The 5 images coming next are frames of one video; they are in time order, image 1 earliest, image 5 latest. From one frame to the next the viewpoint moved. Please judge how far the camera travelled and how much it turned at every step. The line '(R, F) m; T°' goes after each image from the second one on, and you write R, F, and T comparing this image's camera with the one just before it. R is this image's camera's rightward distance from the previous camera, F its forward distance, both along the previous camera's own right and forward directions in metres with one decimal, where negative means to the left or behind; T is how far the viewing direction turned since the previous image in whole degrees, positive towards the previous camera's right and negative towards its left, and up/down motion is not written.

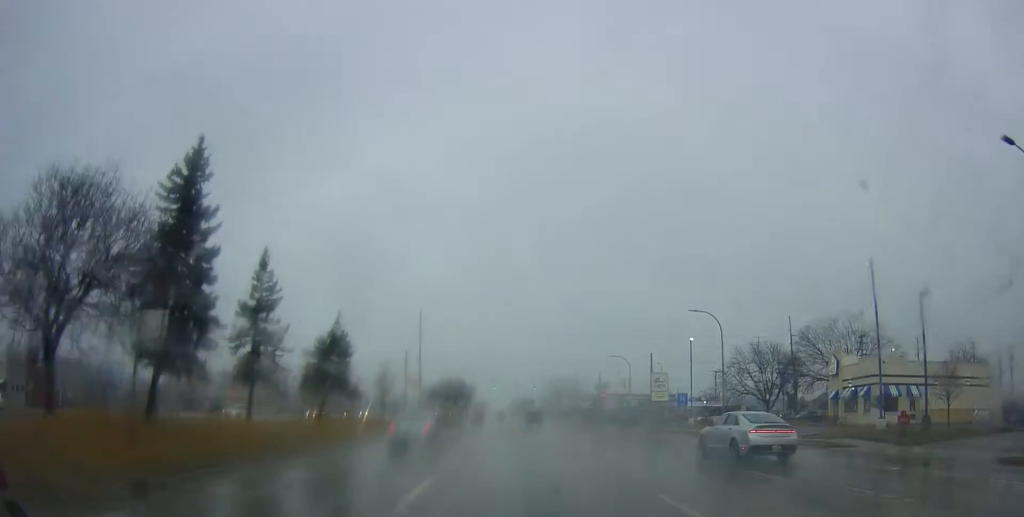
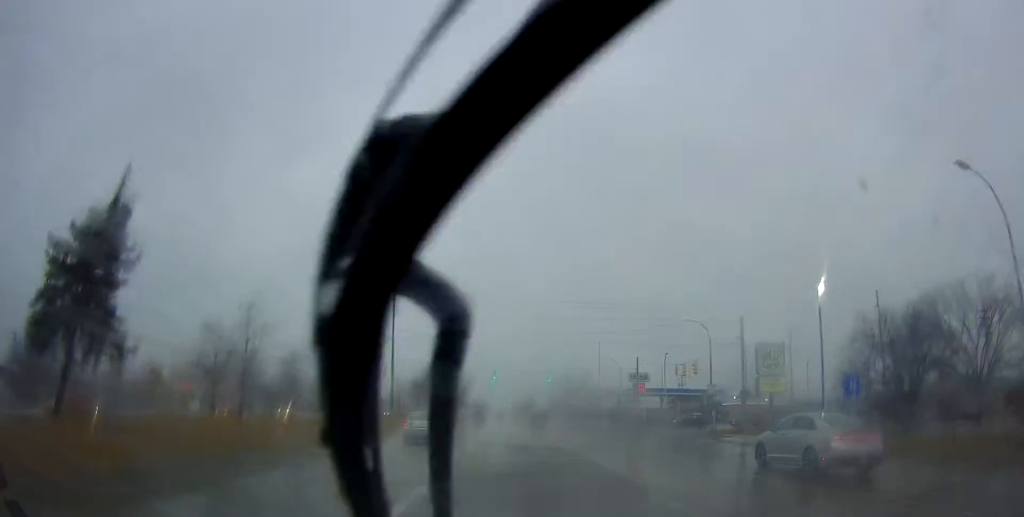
(-0.1, +30.5) m; 0°
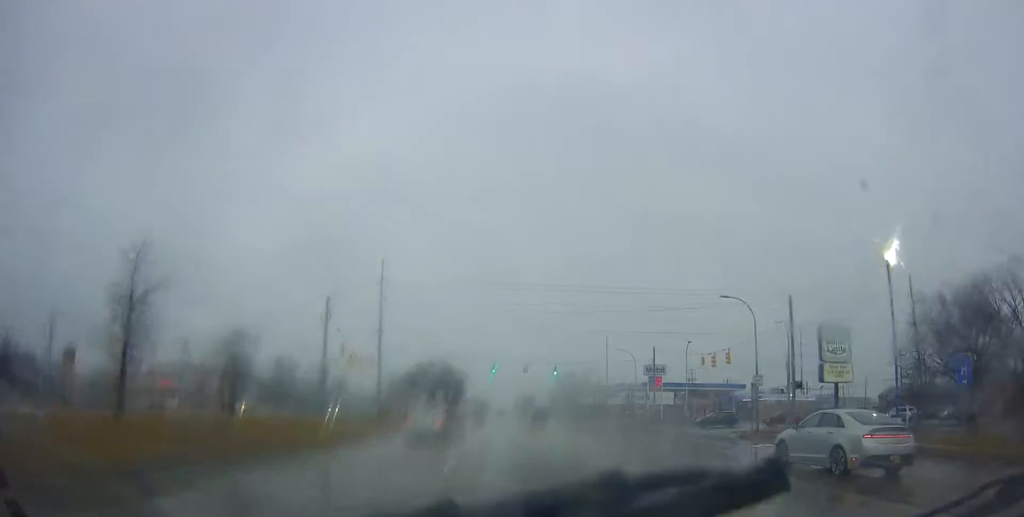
(+0.2, +9.1) m; 0°
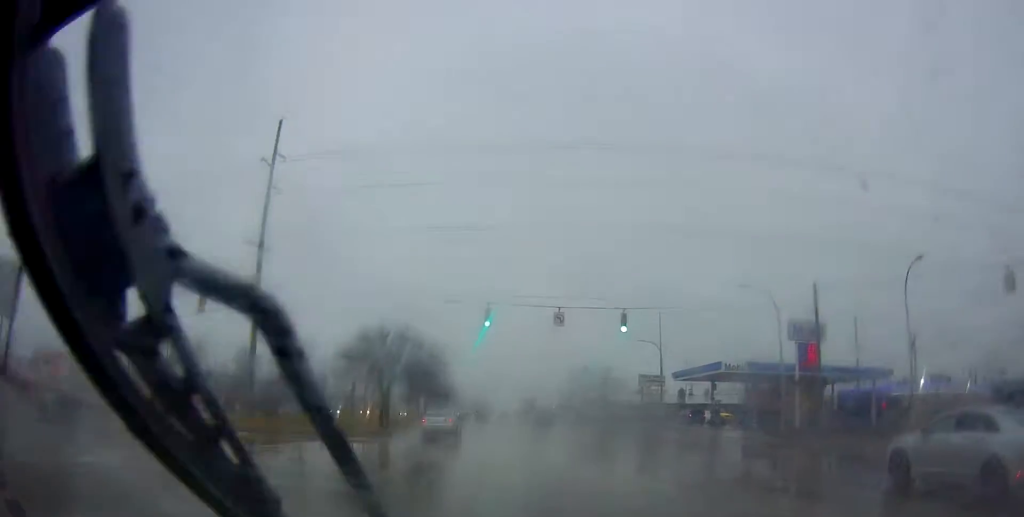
(-0.6, +39.6) m; -1°
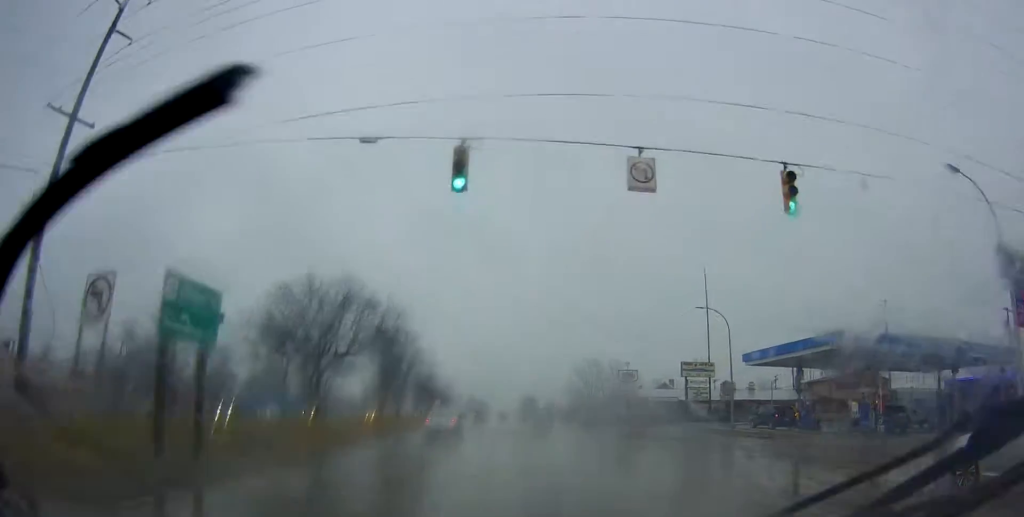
(+0.3, +20.3) m; +2°
